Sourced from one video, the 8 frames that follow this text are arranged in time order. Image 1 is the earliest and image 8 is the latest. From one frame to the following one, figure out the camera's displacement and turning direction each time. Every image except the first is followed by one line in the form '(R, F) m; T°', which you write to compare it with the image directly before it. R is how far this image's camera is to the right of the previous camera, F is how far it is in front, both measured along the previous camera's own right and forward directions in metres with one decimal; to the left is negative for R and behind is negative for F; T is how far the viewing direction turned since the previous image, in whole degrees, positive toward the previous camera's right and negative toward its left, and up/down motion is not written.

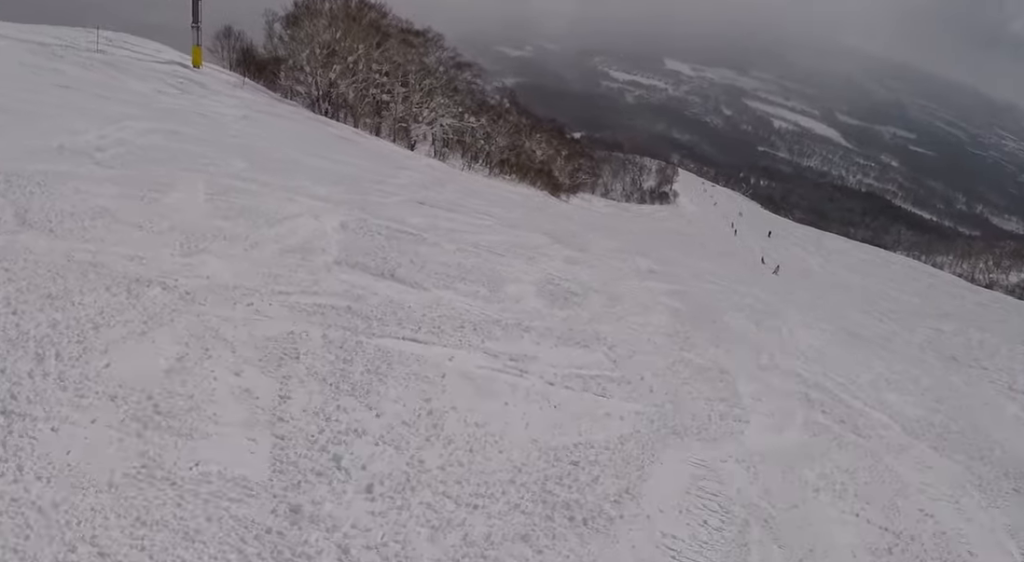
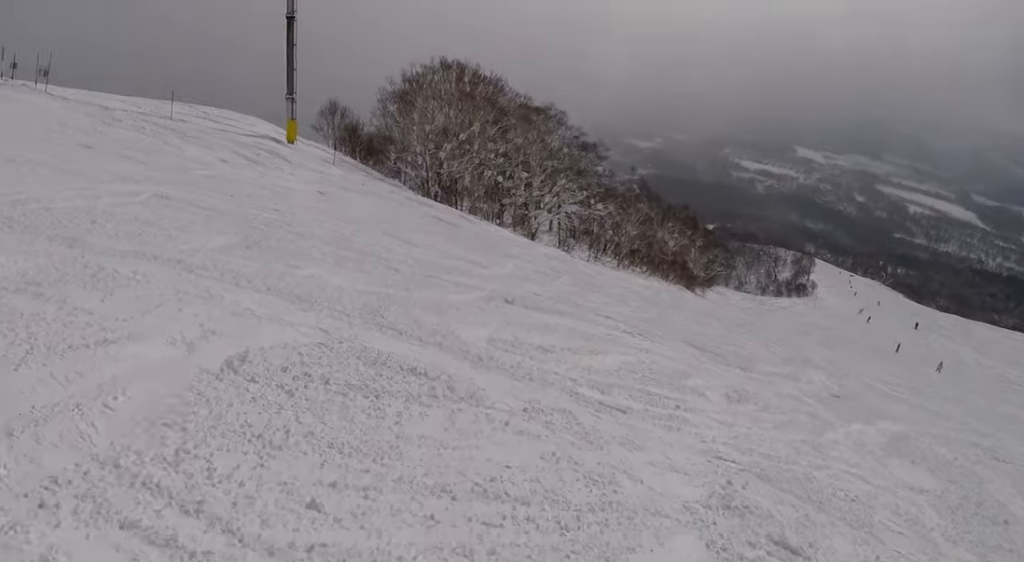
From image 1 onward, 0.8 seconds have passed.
(-0.6, +6.8) m; -11°
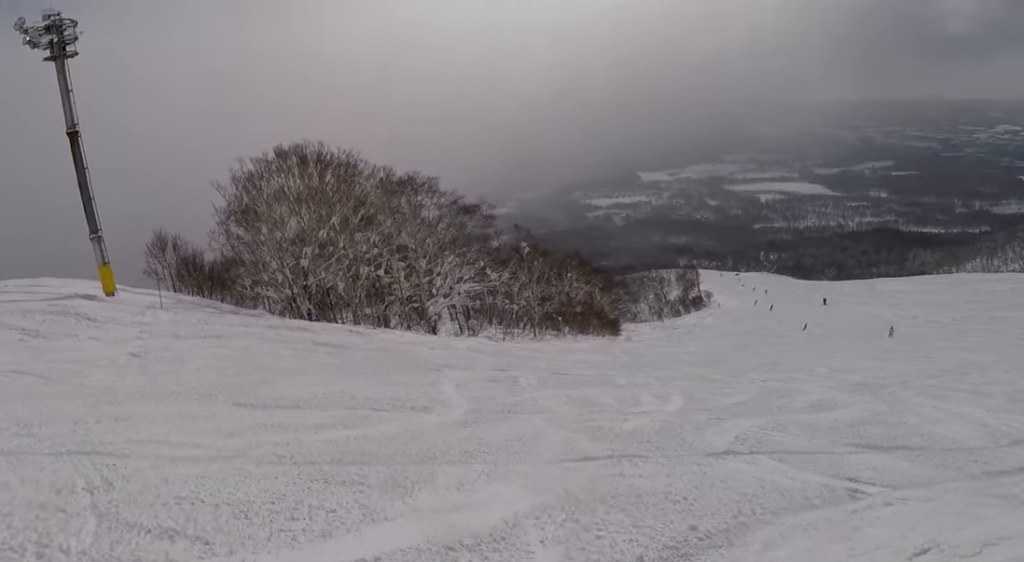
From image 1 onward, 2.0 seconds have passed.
(-0.5, +10.2) m; +15°
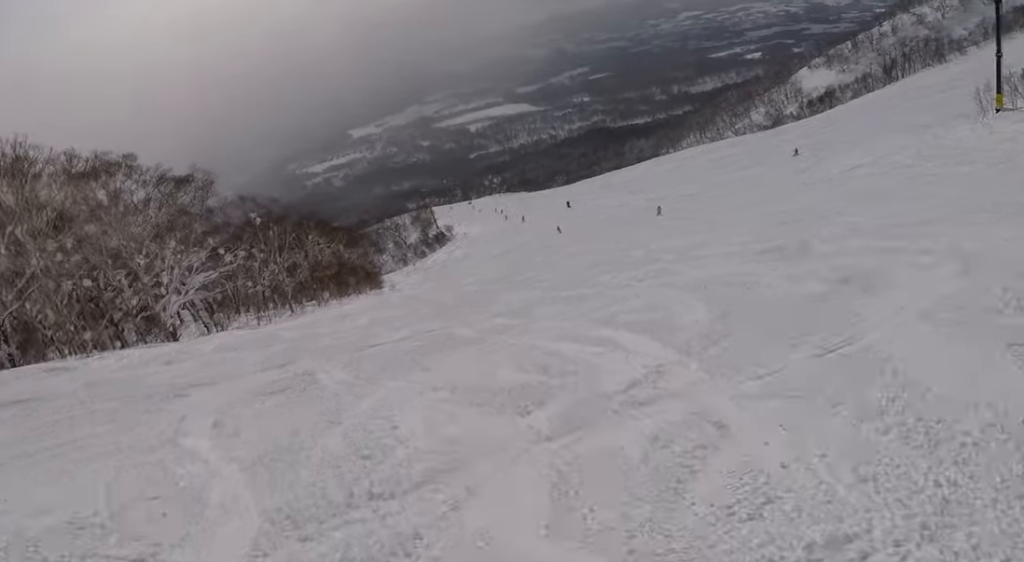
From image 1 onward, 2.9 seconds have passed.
(+1.9, +7.9) m; +26°
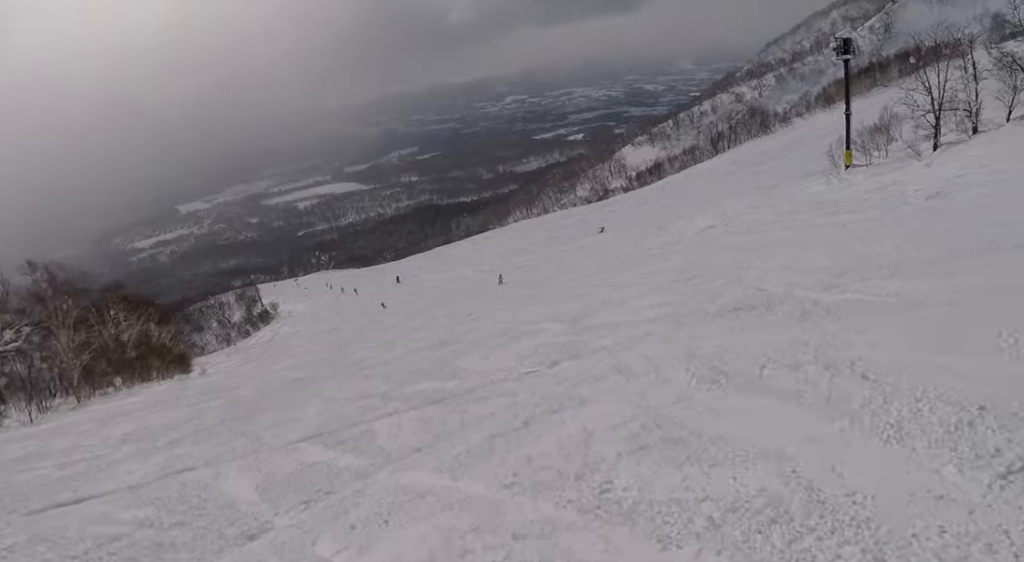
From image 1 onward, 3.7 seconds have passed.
(+1.5, +7.1) m; +10°
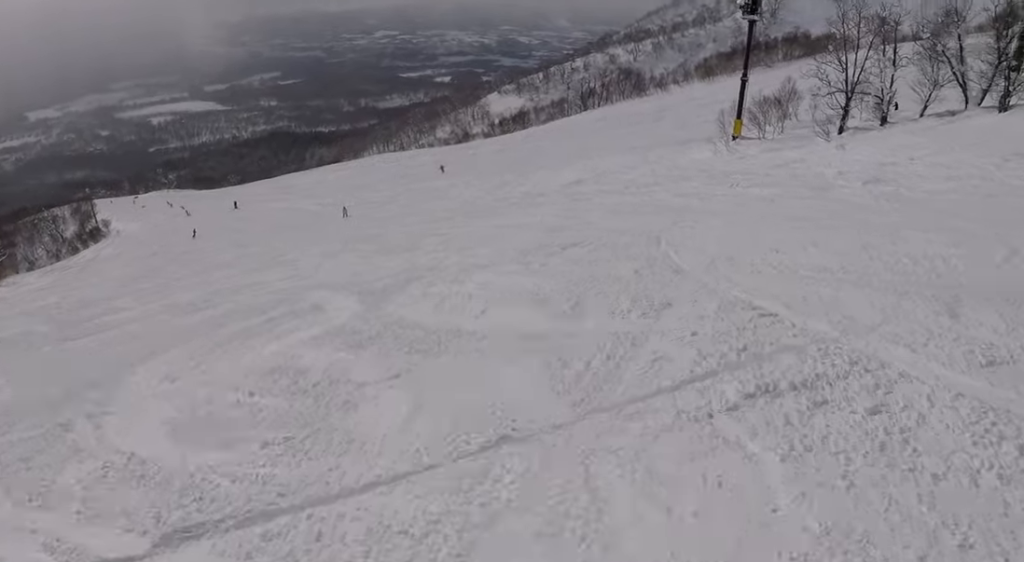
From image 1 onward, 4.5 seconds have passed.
(+0.5, +8.4) m; +2°
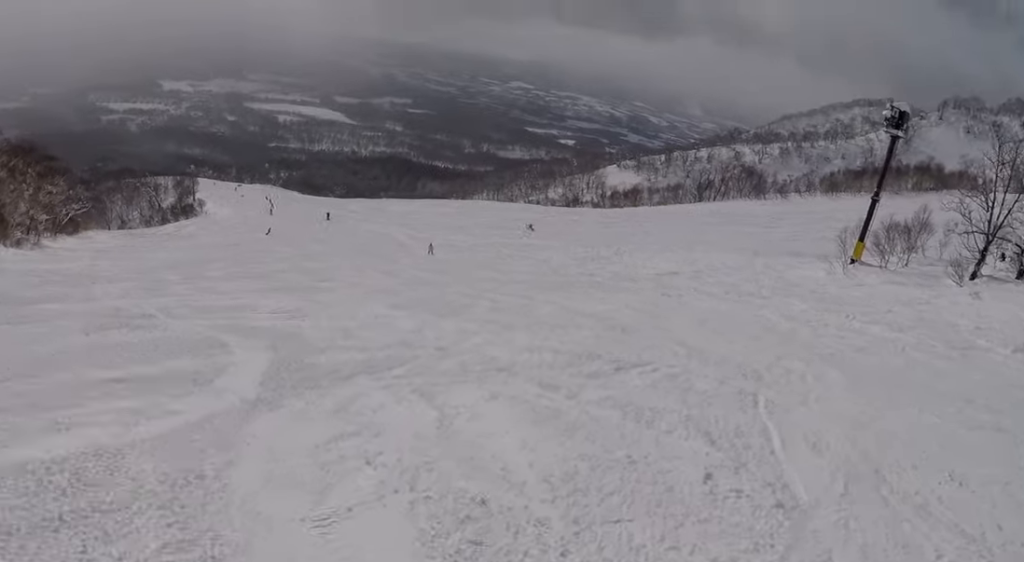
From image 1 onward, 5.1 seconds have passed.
(0.0, +5.4) m; -4°
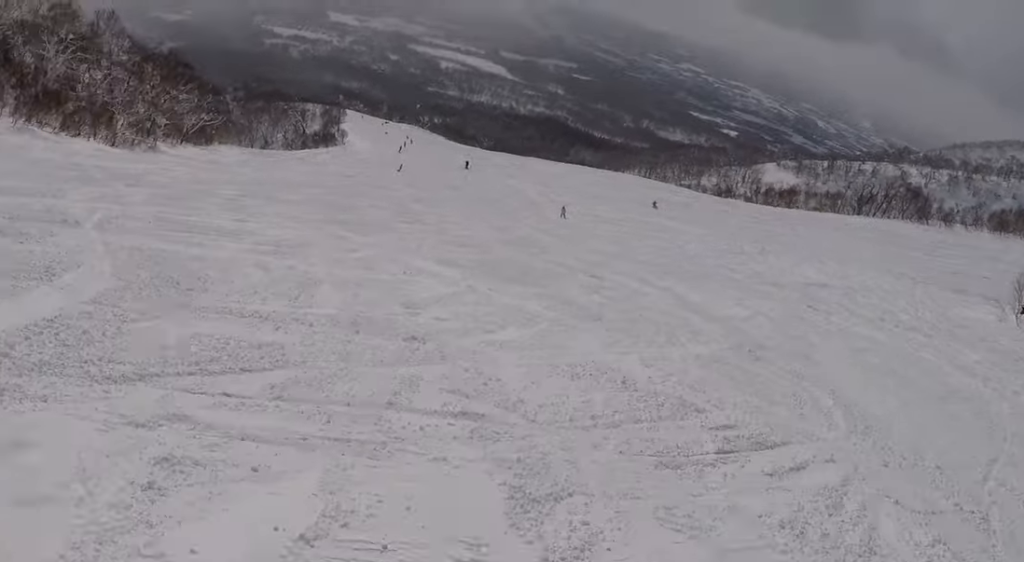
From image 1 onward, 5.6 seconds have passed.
(+0.2, +5.7) m; -11°
